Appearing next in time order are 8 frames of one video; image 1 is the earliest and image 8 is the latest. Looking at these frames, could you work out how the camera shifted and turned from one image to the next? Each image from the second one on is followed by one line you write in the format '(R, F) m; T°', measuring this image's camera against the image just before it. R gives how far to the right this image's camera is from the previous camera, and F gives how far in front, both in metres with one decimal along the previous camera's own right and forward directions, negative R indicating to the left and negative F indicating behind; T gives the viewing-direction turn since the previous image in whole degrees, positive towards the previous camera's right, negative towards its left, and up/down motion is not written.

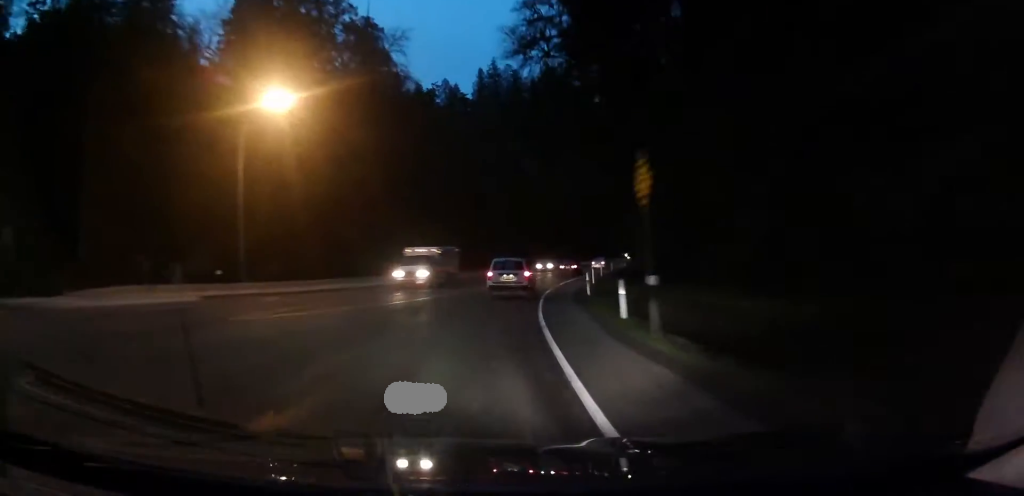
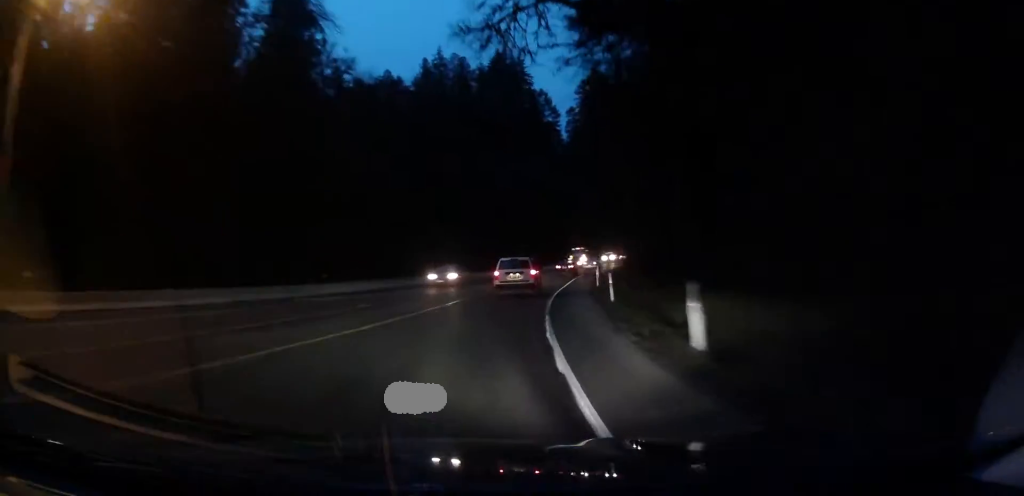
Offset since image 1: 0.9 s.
(+0.3, +20.3) m; +4°
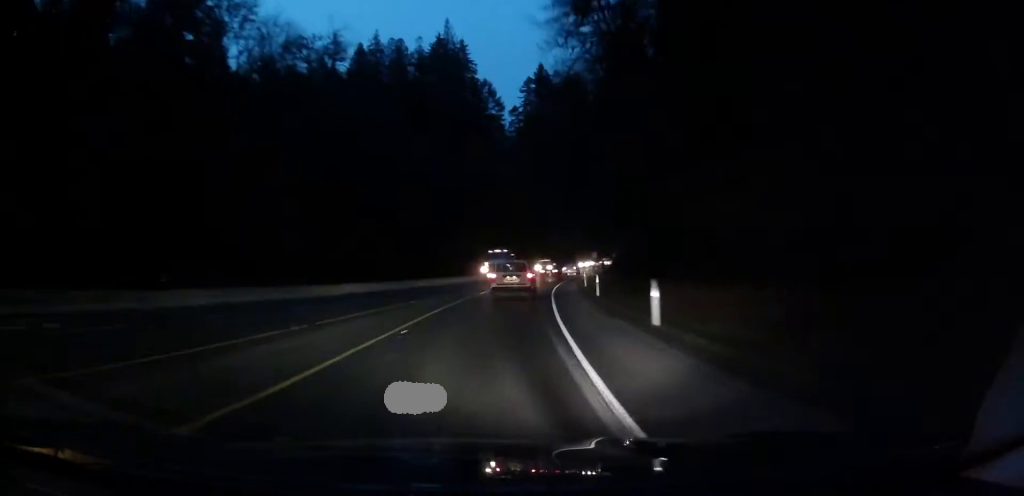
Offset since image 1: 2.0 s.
(+1.3, +22.2) m; +5°
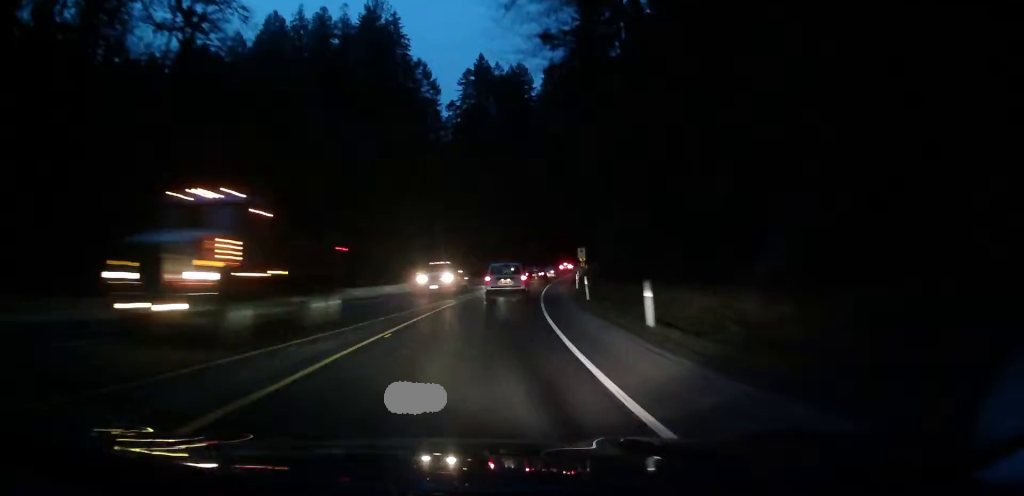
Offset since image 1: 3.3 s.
(+0.6, +28.1) m; +2°
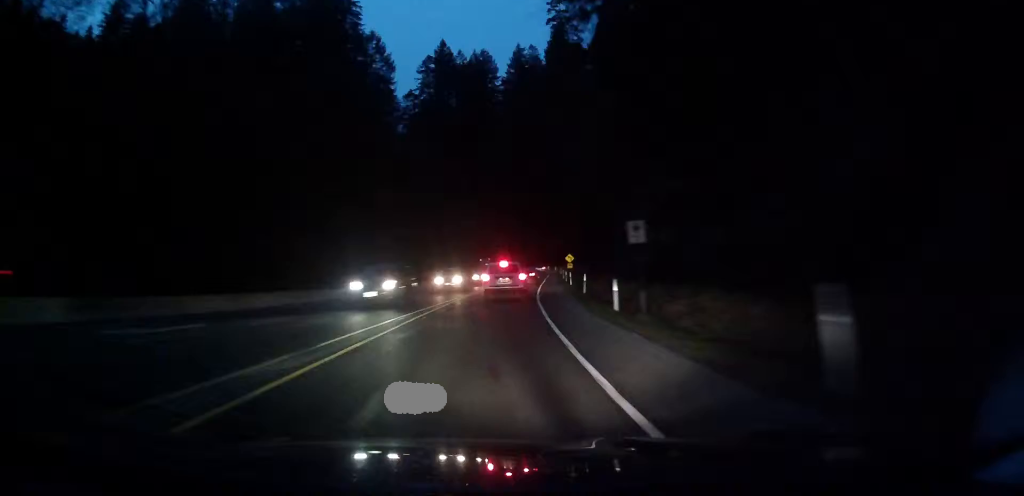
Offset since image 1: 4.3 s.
(+0.5, +22.4) m; +3°
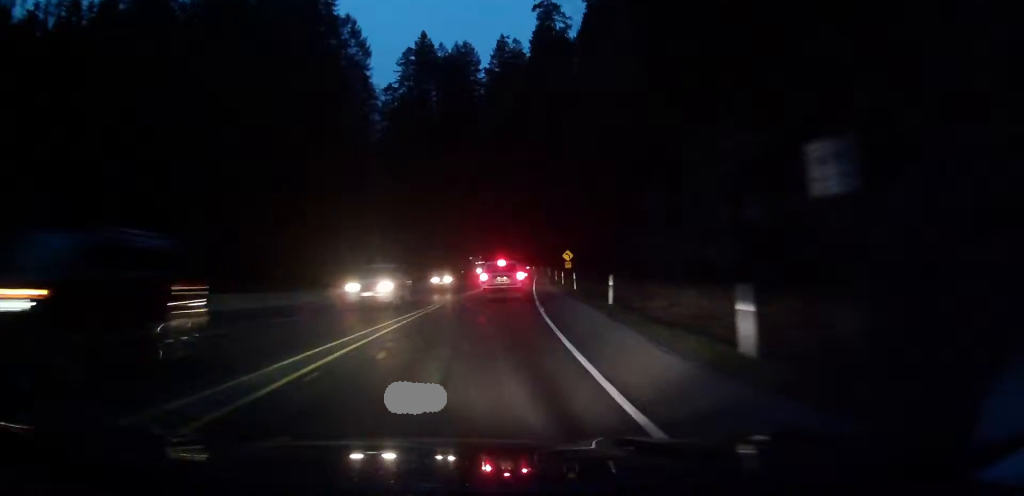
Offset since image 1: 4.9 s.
(+0.1, +10.8) m; +3°
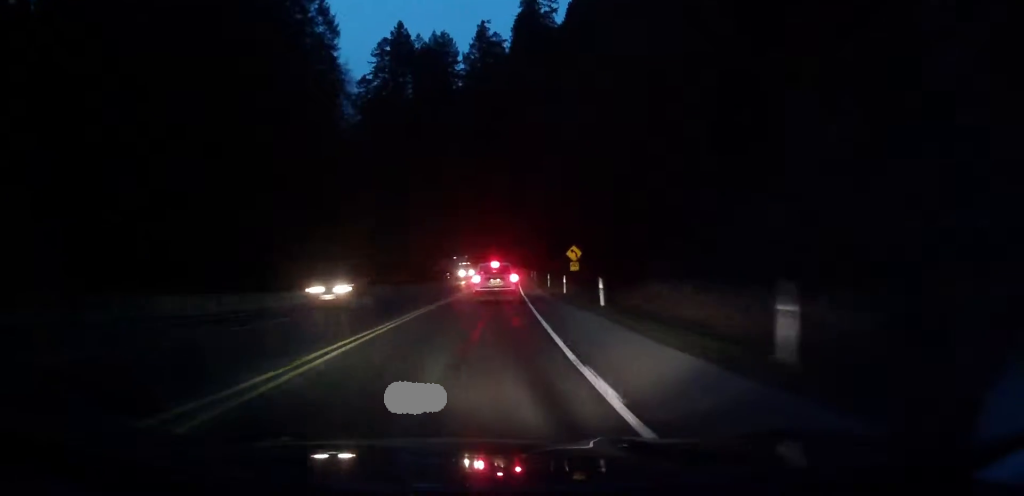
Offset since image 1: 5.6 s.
(+0.4, +13.9) m; +4°
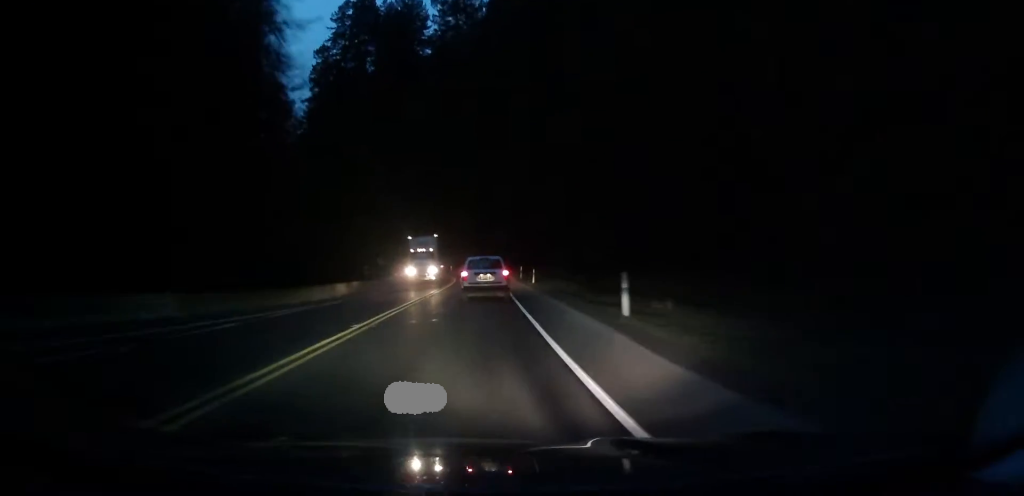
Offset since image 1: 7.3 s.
(+2.5, +33.4) m; +8°
